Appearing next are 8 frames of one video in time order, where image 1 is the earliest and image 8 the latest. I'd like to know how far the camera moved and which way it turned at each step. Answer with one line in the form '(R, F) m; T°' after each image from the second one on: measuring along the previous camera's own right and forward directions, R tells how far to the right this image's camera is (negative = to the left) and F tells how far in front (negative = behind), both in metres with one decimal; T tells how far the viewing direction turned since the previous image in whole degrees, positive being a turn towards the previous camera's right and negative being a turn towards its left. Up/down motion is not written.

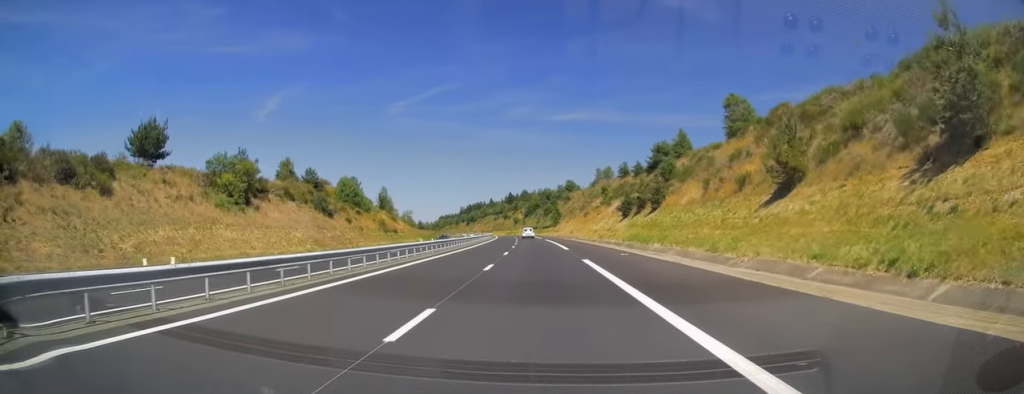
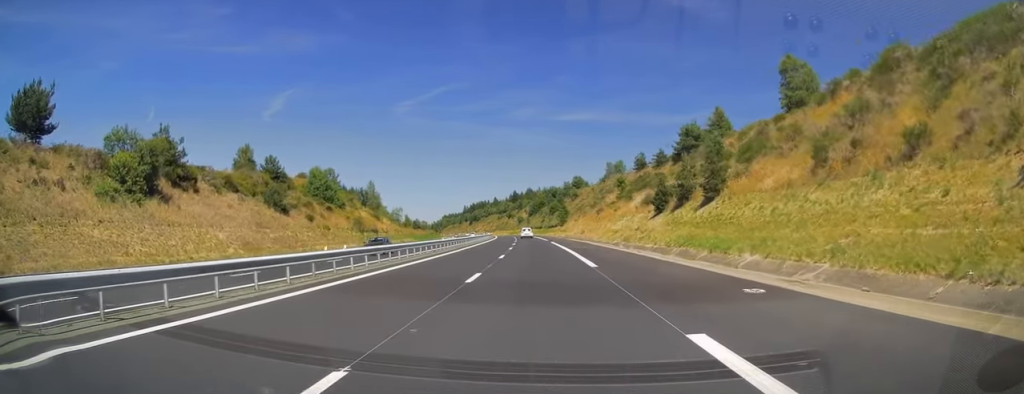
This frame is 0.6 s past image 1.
(0.0, +17.7) m; 0°
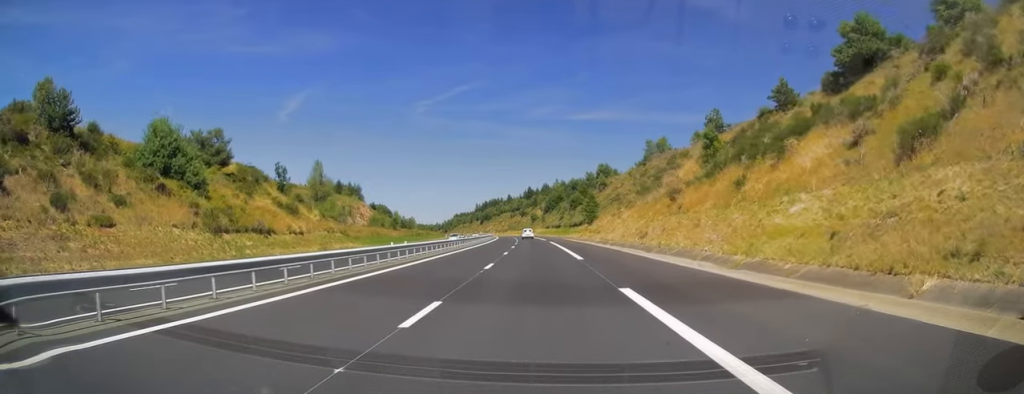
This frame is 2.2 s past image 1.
(-0.4, +46.2) m; -2°
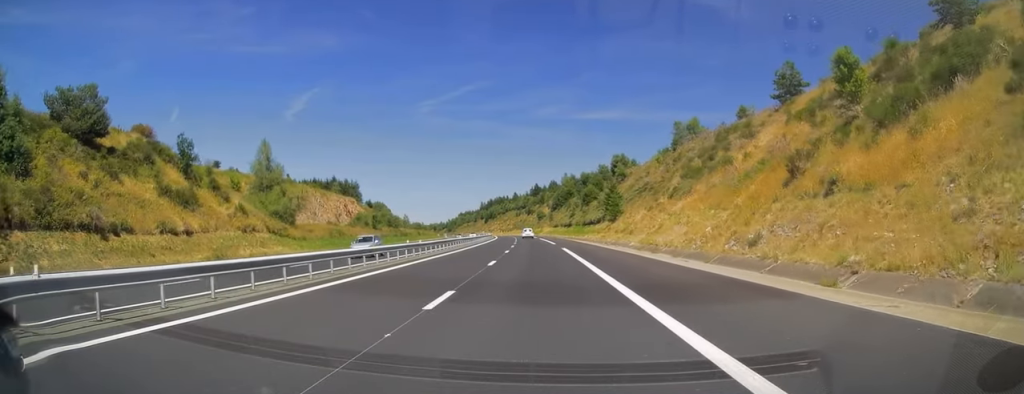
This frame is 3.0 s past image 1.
(-0.3, +24.1) m; -1°
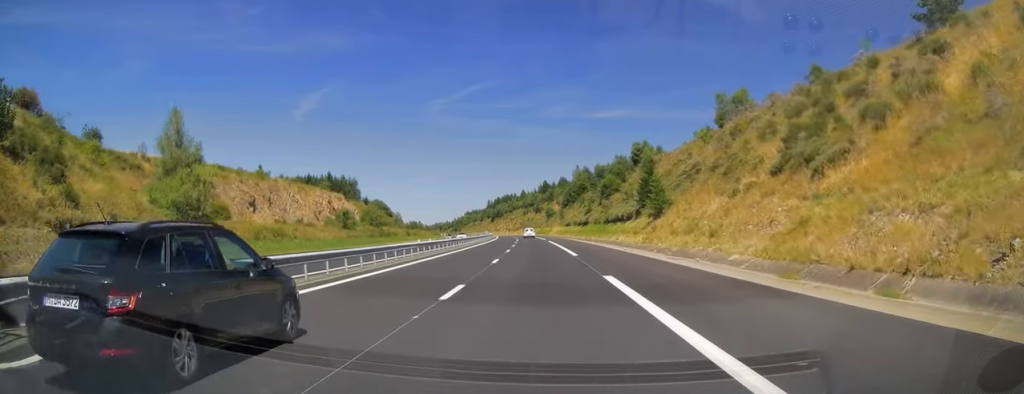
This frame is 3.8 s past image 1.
(-0.2, +24.6) m; 0°
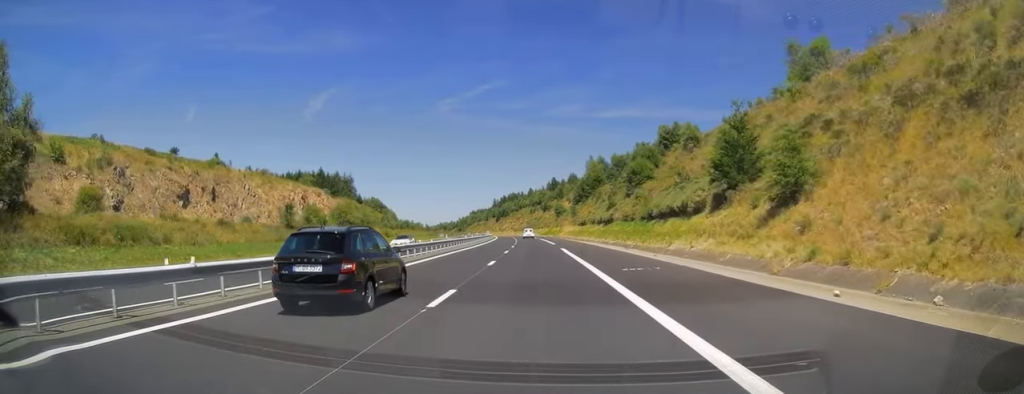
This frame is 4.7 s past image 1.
(-0.1, +27.1) m; -1°
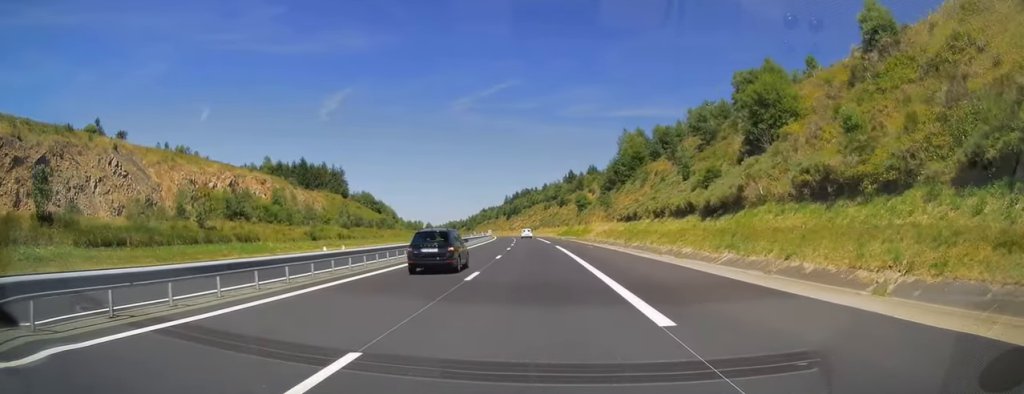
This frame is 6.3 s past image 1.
(-0.4, +46.2) m; -2°
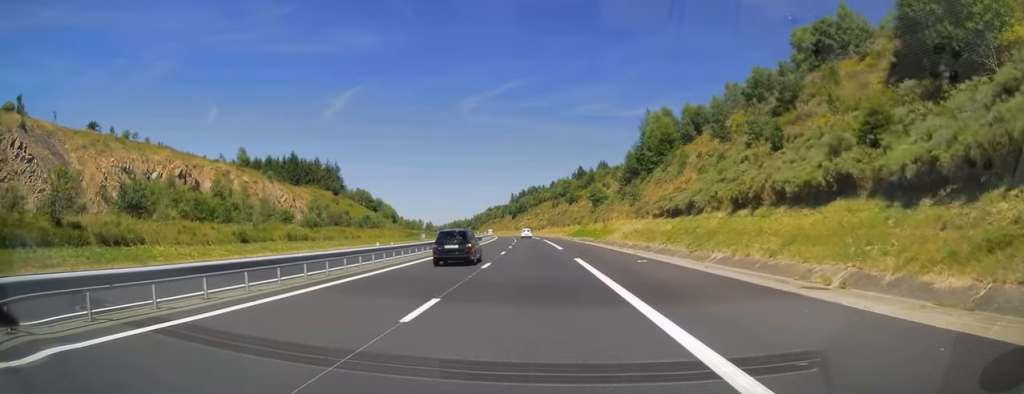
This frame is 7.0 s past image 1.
(-0.2, +20.6) m; -1°
